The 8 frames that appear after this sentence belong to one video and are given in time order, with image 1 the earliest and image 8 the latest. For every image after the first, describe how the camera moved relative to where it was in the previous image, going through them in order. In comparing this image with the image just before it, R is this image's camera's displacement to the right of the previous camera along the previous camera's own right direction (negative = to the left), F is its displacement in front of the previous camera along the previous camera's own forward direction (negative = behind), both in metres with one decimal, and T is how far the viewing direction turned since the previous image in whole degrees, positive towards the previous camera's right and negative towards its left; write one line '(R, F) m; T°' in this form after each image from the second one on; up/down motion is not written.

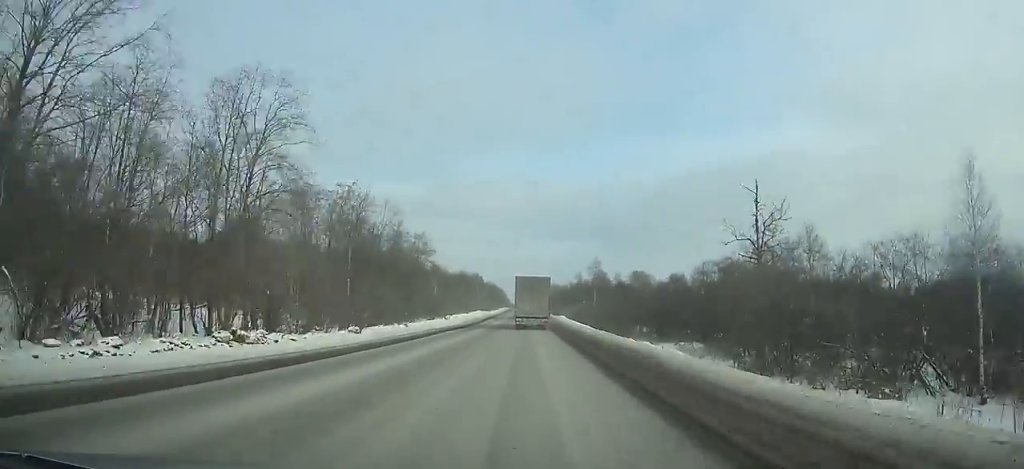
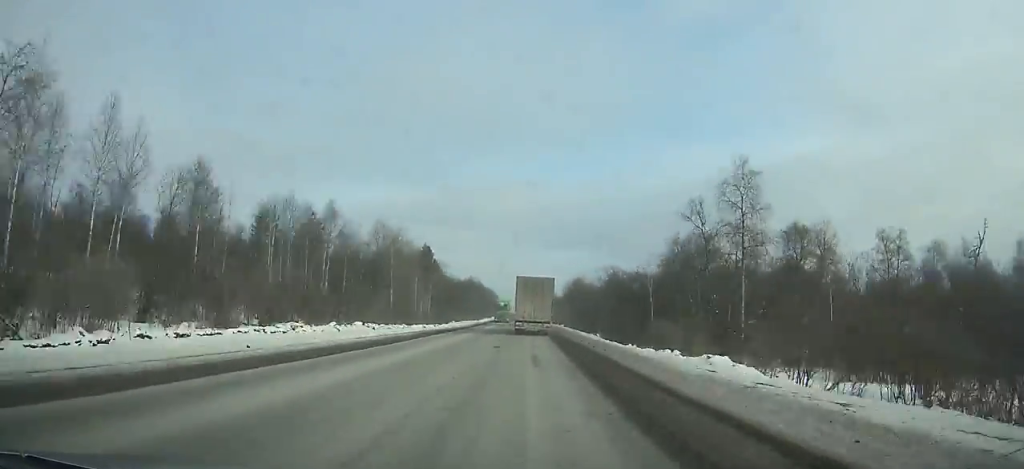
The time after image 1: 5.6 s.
(-0.4, +120.2) m; 0°
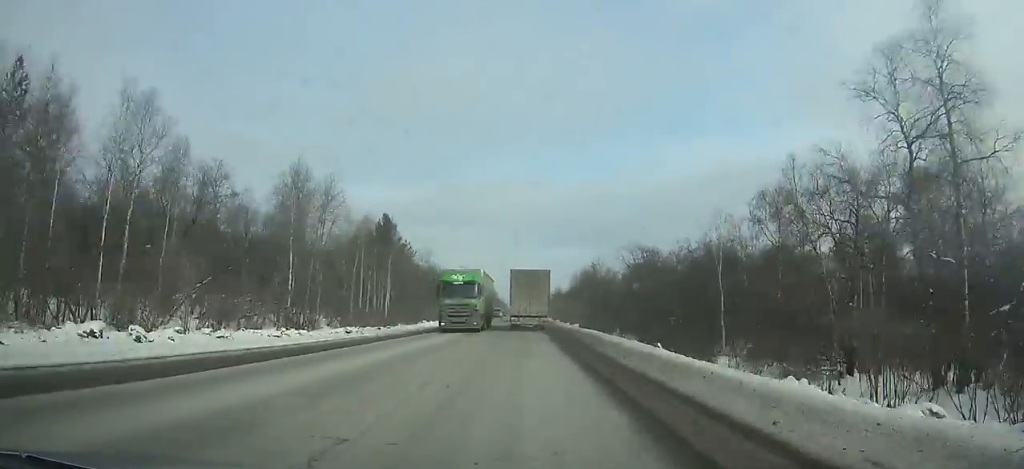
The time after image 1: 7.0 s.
(0.0, +29.4) m; 0°
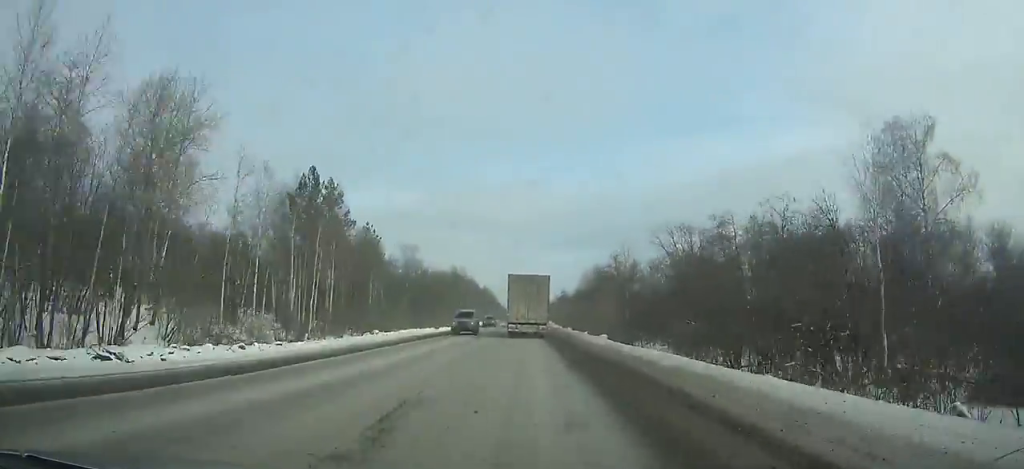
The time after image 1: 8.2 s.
(0.0, +24.6) m; 0°
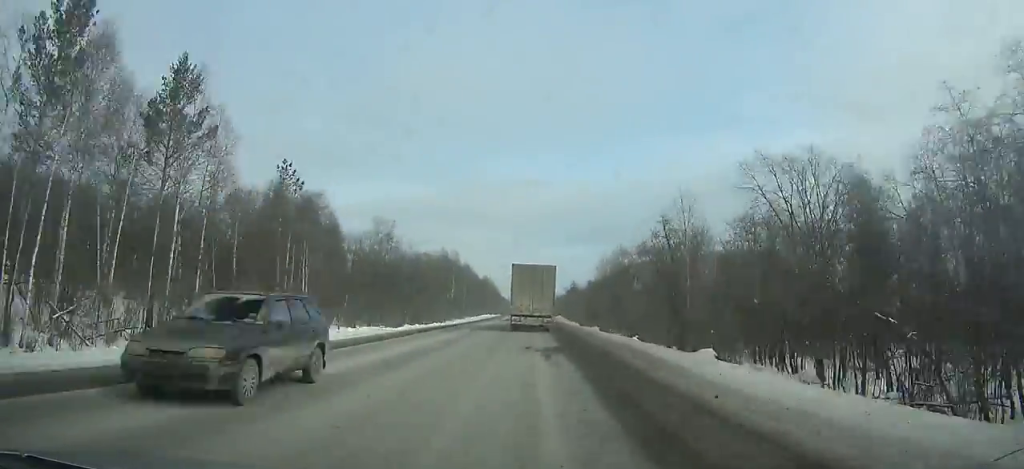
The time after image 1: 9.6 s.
(0.0, +28.7) m; 0°
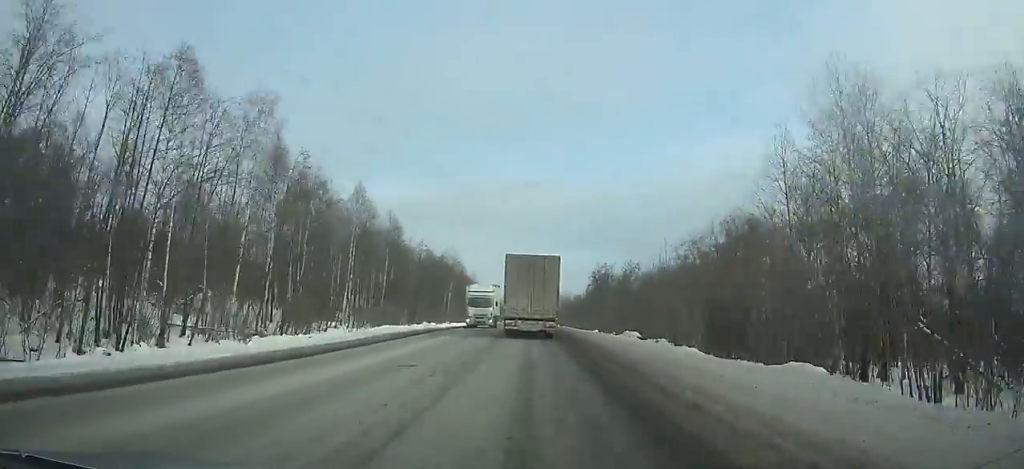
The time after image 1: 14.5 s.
(-0.8, +96.4) m; -1°
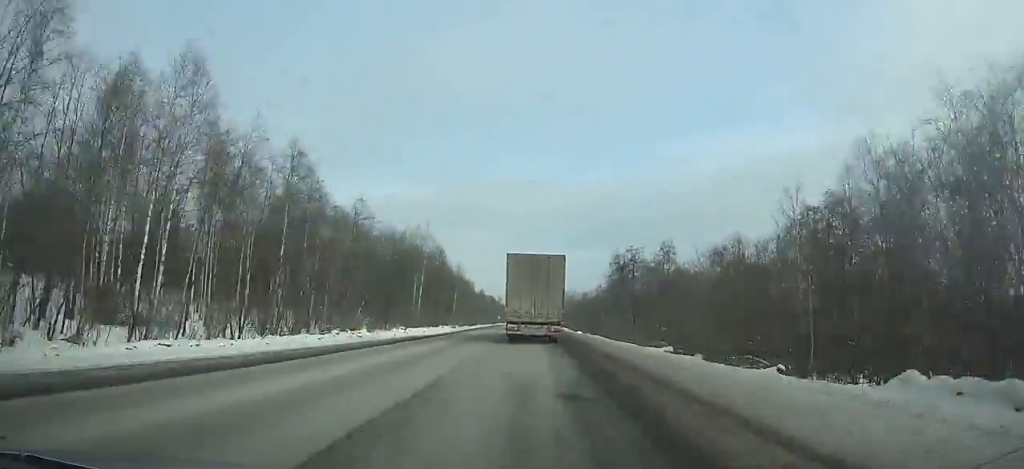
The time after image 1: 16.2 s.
(-0.1, +32.4) m; 0°
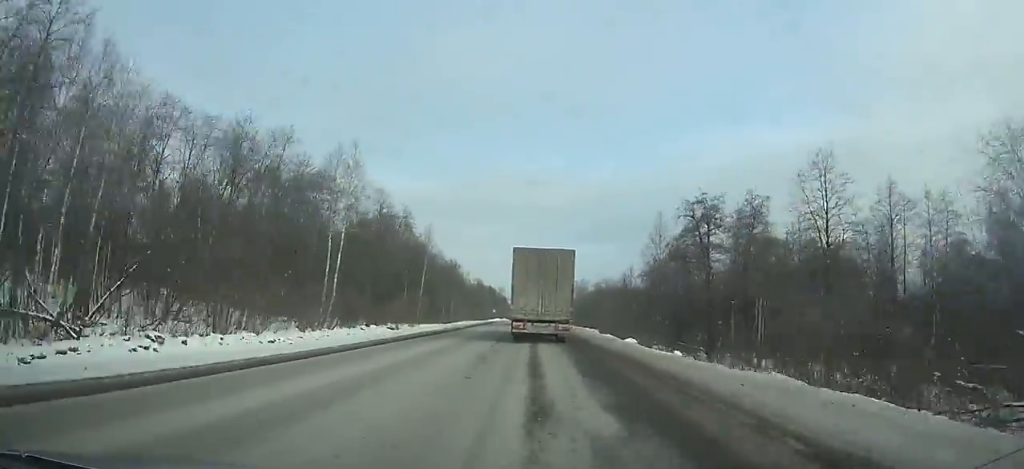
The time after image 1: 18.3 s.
(+0.1, +38.9) m; 0°
